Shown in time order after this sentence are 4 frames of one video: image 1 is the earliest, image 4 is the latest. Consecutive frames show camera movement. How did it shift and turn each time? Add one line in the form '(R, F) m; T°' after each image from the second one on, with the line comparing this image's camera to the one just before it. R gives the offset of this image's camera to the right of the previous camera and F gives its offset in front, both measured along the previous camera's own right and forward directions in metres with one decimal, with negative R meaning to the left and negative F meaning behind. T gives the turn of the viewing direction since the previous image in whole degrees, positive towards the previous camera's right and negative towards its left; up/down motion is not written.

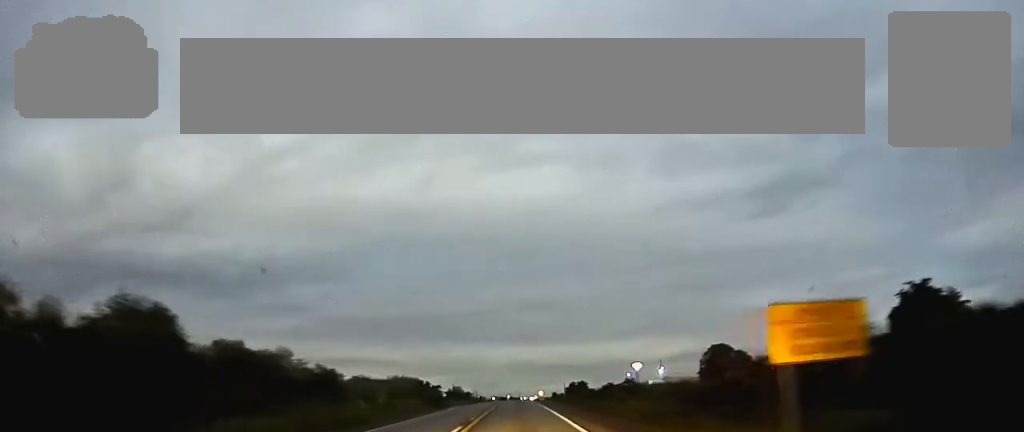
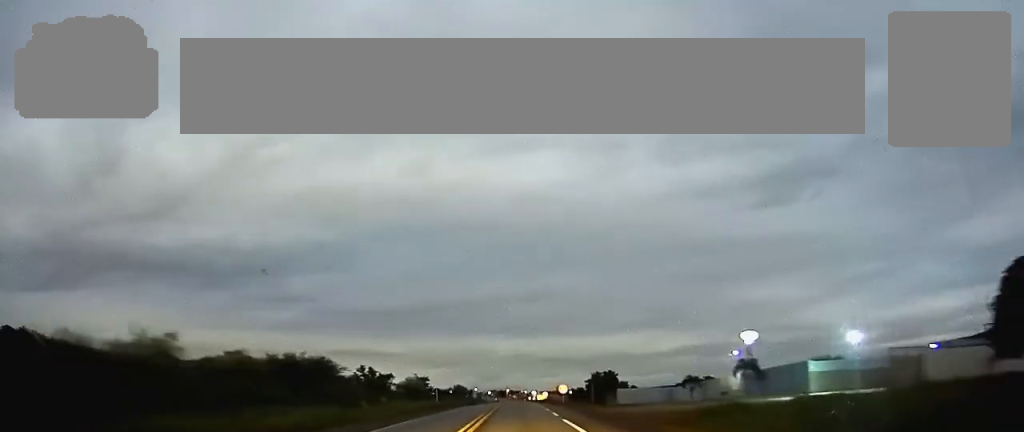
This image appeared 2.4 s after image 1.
(0.0, +63.3) m; 0°
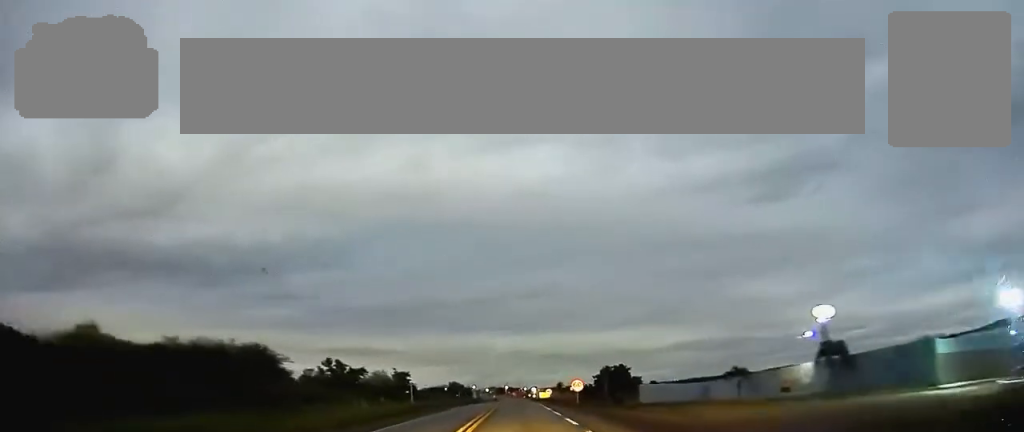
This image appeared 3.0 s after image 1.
(0.0, +17.8) m; 0°
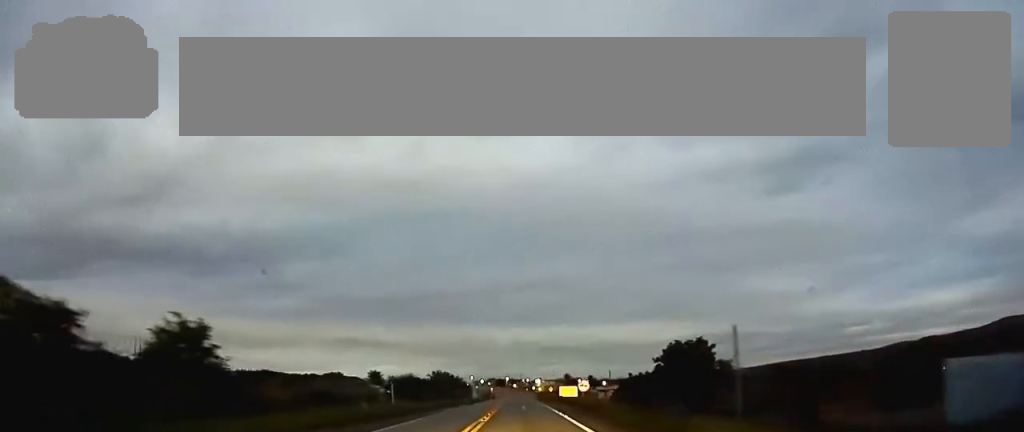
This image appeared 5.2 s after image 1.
(-0.1, +57.9) m; 0°
